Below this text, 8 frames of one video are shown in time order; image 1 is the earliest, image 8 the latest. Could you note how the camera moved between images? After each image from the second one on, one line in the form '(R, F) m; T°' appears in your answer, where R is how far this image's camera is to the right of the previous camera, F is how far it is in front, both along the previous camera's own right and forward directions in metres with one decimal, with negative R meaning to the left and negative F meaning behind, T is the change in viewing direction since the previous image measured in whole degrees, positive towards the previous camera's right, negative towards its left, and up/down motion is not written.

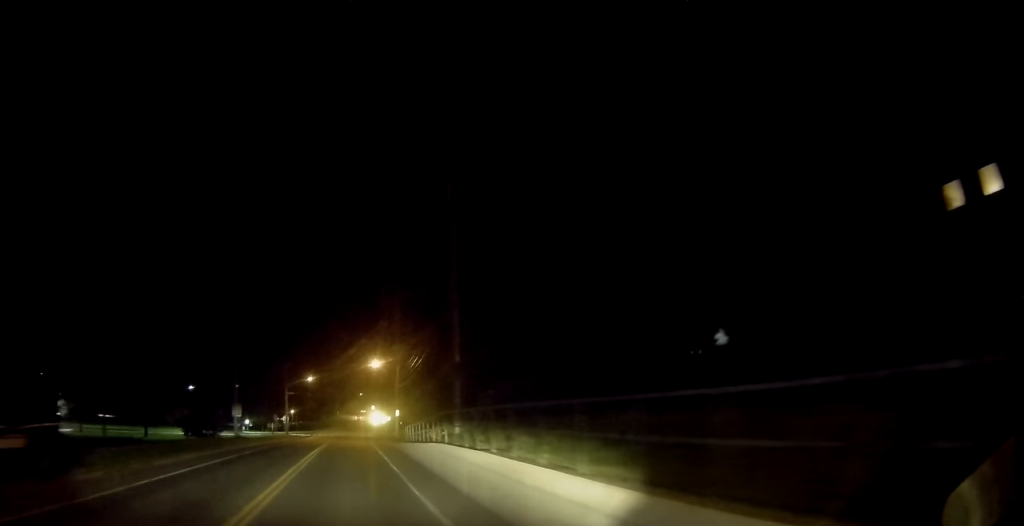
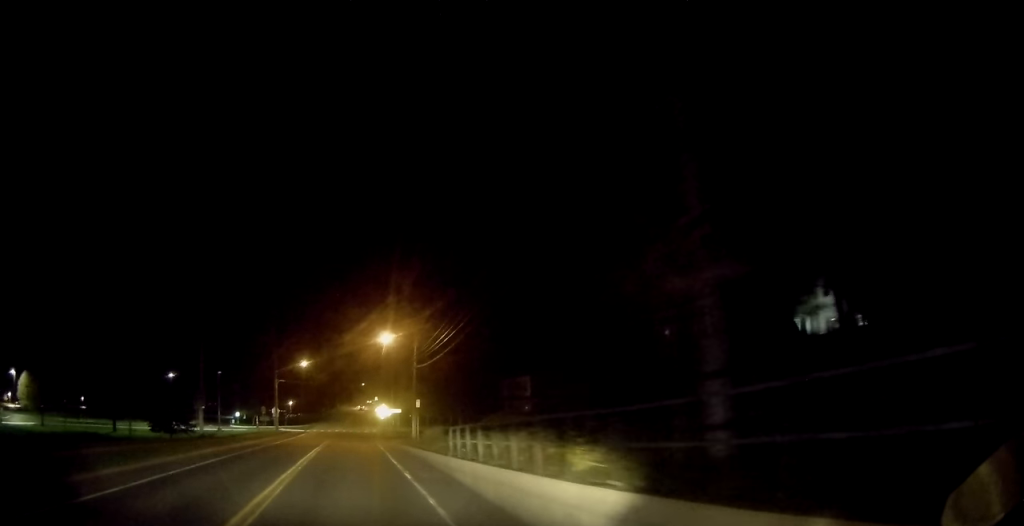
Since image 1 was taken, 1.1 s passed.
(-0.1, +14.3) m; +1°
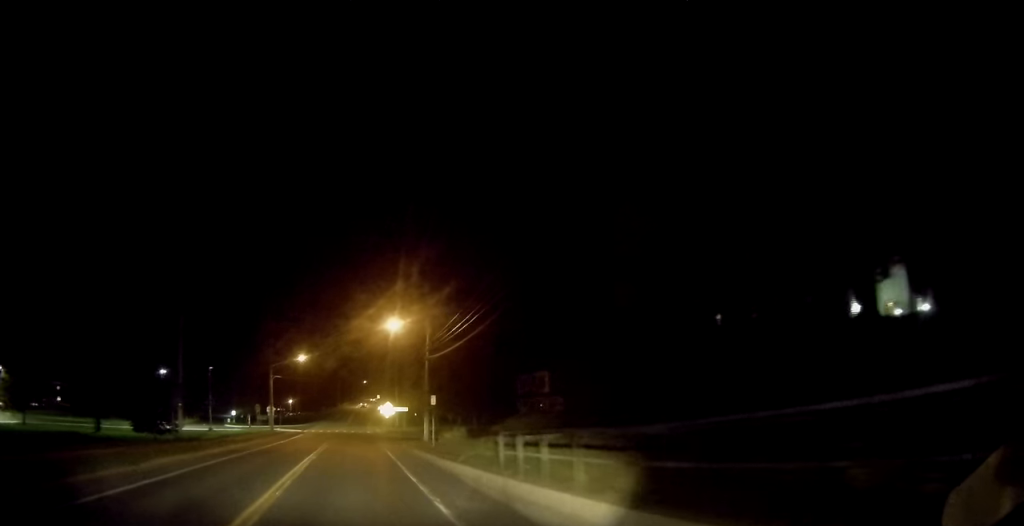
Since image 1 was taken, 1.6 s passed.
(+0.1, +6.1) m; +1°
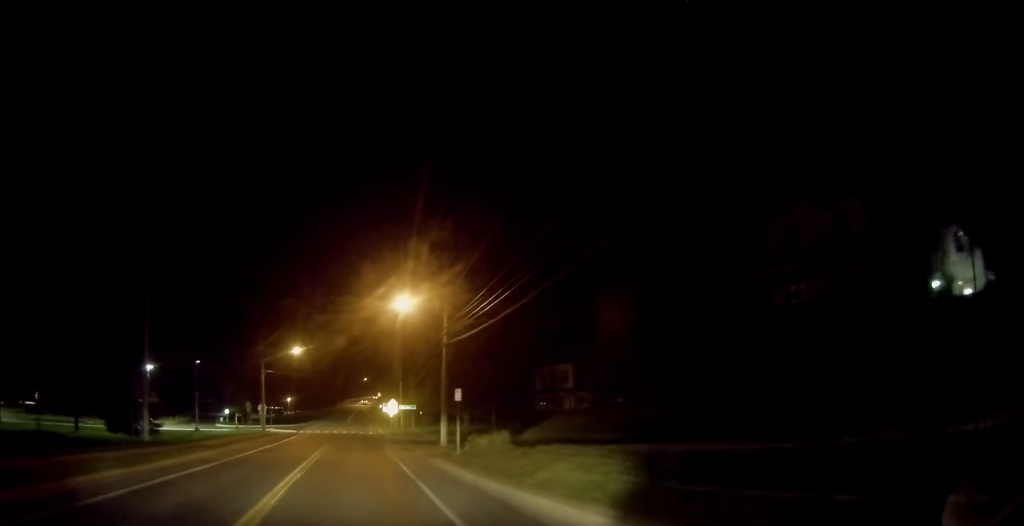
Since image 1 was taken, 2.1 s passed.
(0.0, +7.2) m; 0°
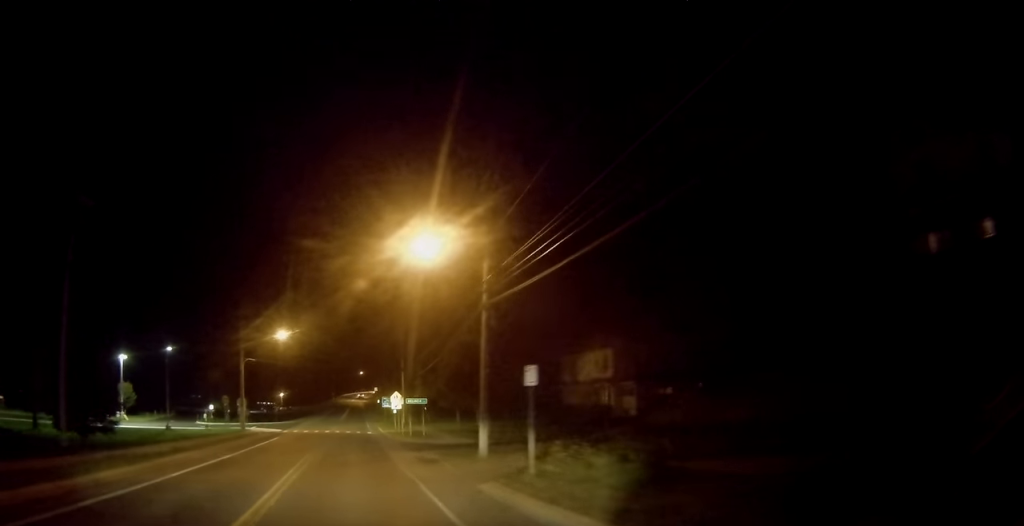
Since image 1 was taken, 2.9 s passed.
(0.0, +9.8) m; 0°
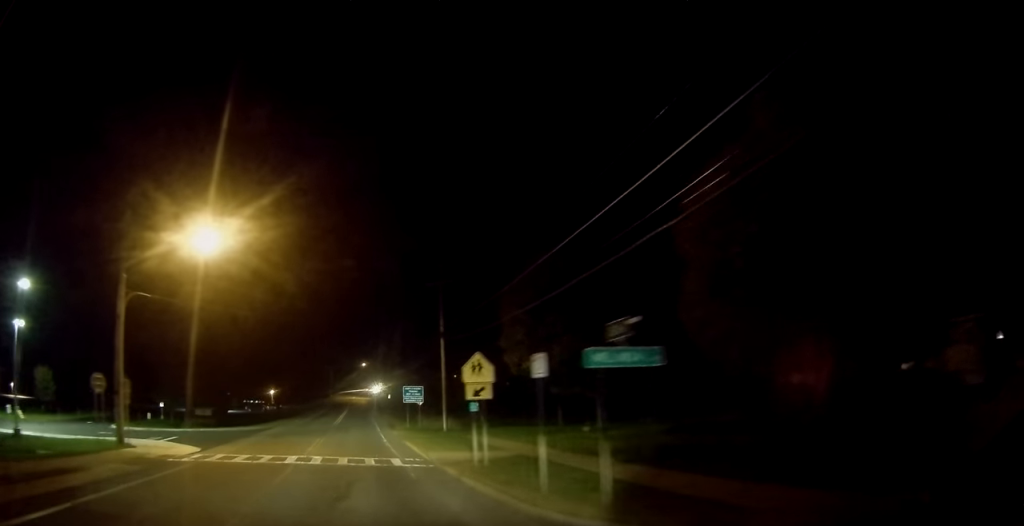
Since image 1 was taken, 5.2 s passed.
(0.0, +29.3) m; 0°
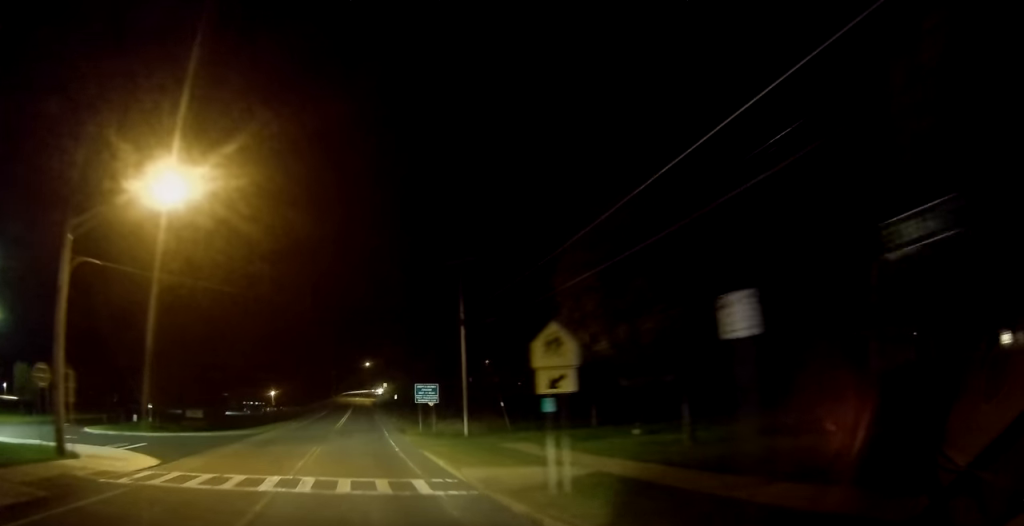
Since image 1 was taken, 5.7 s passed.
(0.0, +6.0) m; 0°
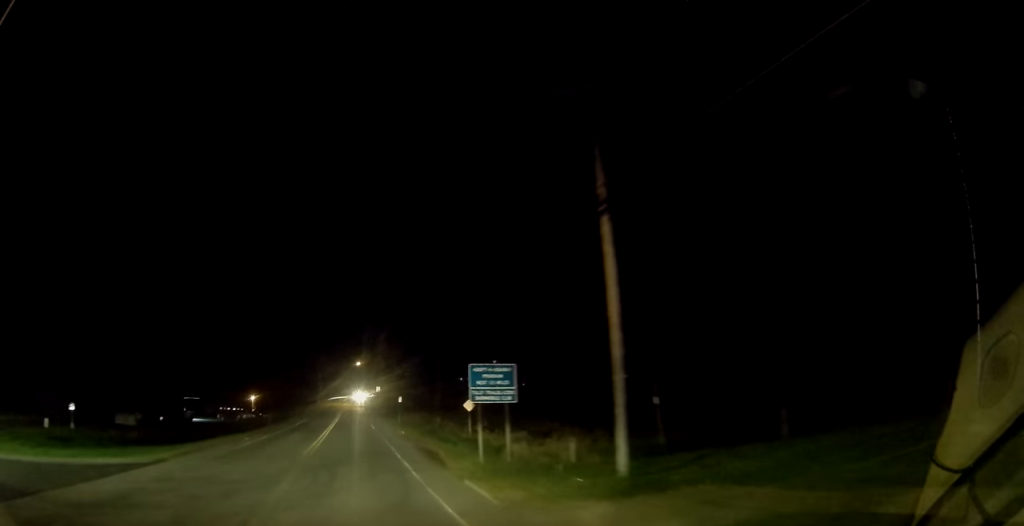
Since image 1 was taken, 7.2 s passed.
(-0.5, +20.1) m; -2°
